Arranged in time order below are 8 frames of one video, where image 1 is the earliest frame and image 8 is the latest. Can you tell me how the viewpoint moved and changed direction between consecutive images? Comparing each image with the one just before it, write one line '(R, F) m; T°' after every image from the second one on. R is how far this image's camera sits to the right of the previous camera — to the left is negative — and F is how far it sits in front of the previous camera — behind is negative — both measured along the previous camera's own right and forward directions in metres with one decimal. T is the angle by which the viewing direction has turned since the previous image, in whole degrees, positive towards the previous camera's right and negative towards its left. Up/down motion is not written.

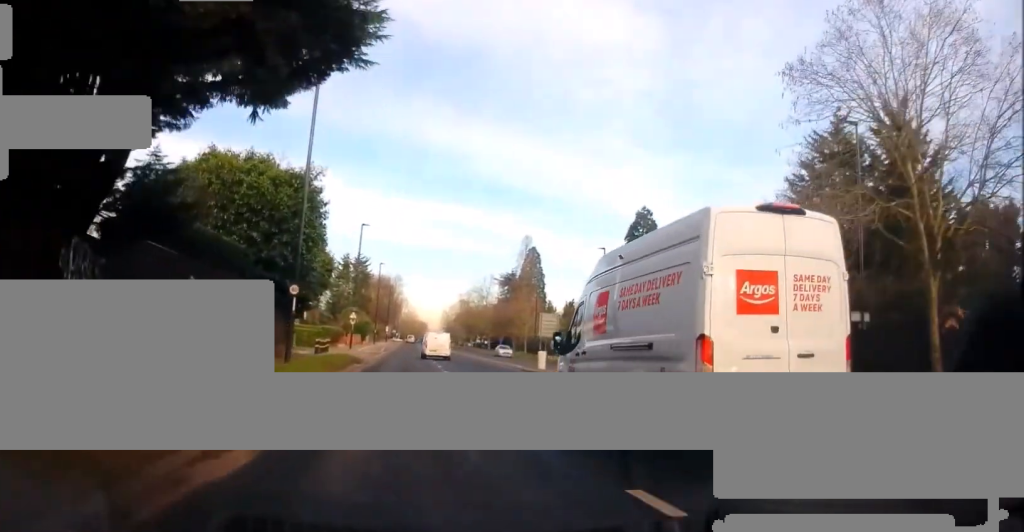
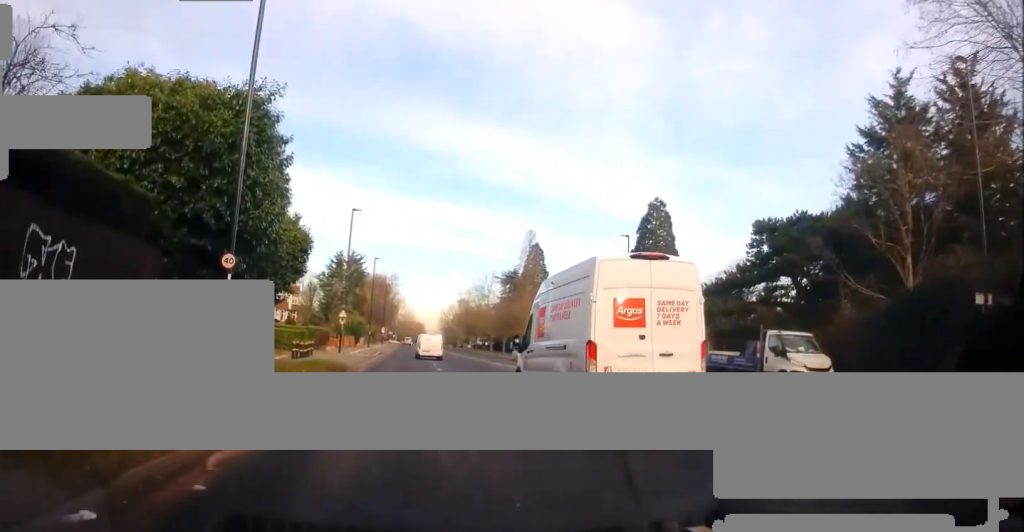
(-0.1, +6.9) m; 0°
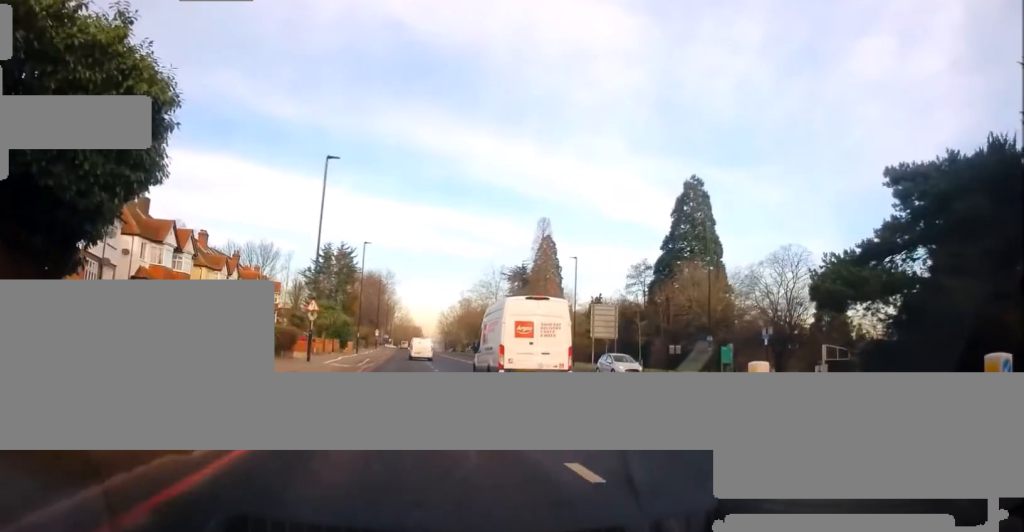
(+0.1, +15.1) m; +1°
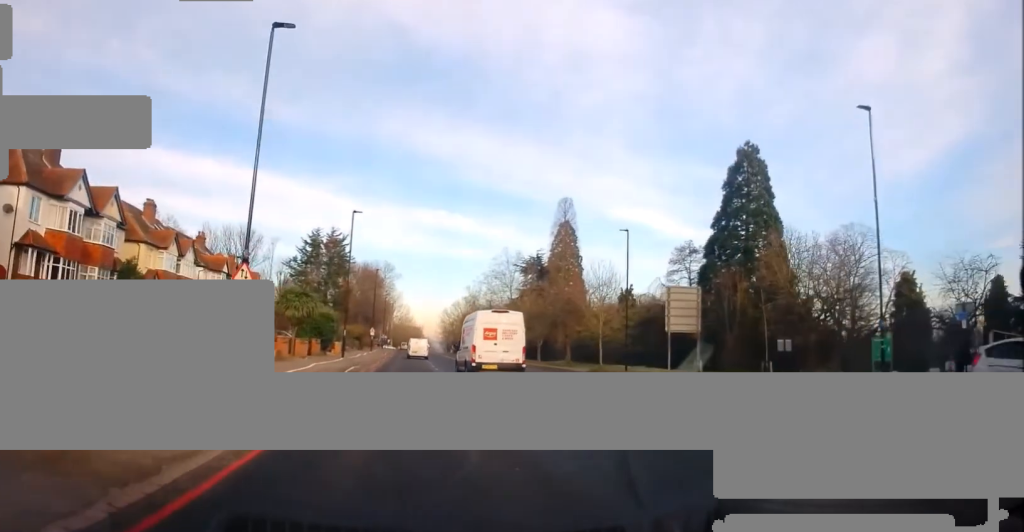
(+0.1, +15.2) m; 0°
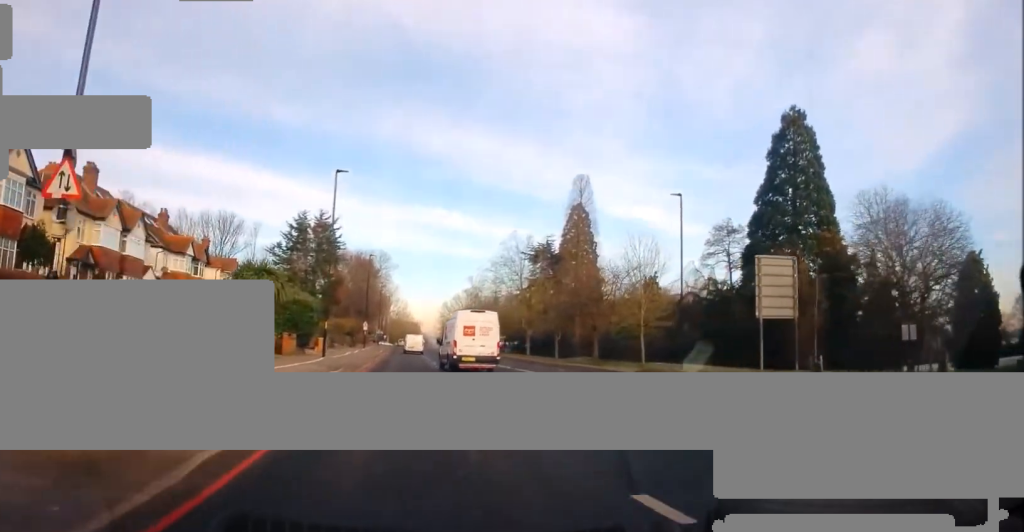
(-0.1, +10.7) m; 0°
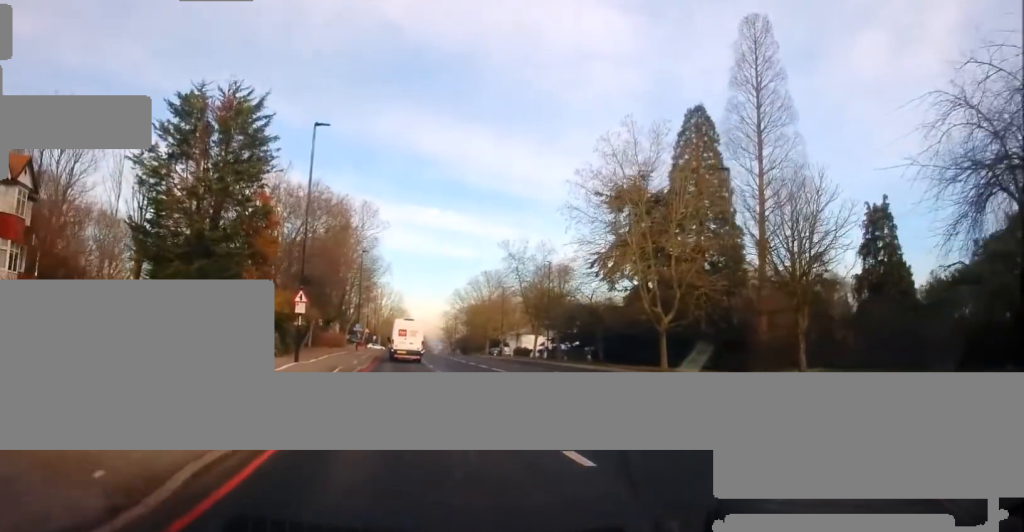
(+0.4, +45.6) m; +1°
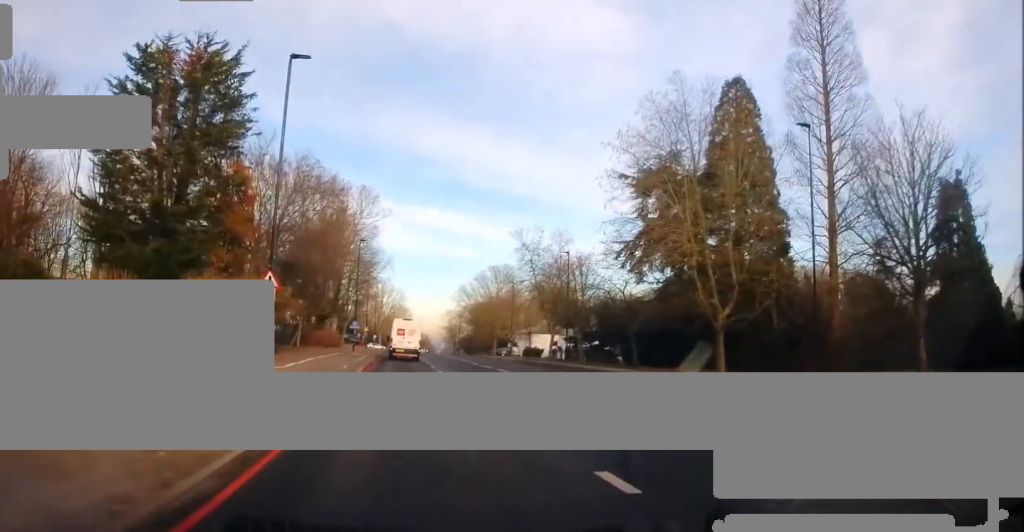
(0.0, +6.9) m; 0°
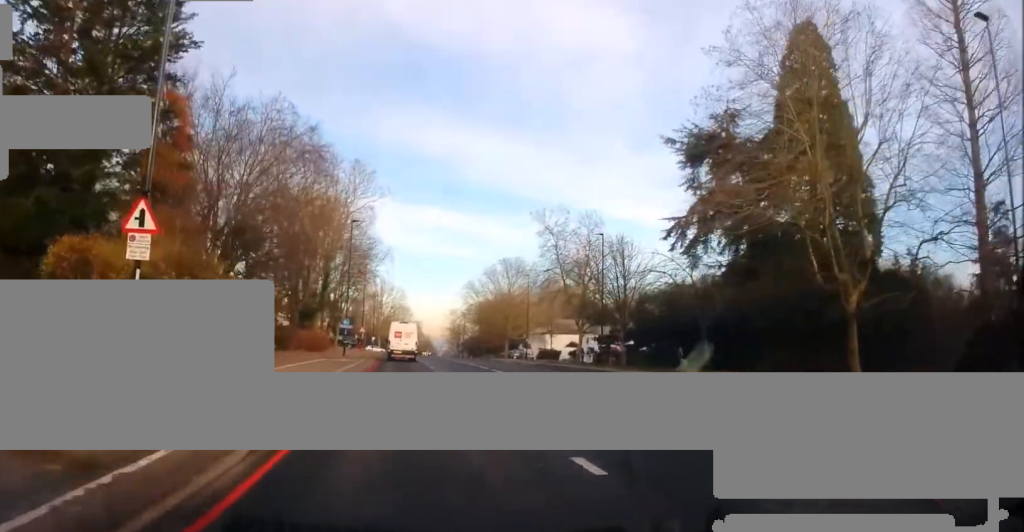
(0.0, +11.4) m; -1°
